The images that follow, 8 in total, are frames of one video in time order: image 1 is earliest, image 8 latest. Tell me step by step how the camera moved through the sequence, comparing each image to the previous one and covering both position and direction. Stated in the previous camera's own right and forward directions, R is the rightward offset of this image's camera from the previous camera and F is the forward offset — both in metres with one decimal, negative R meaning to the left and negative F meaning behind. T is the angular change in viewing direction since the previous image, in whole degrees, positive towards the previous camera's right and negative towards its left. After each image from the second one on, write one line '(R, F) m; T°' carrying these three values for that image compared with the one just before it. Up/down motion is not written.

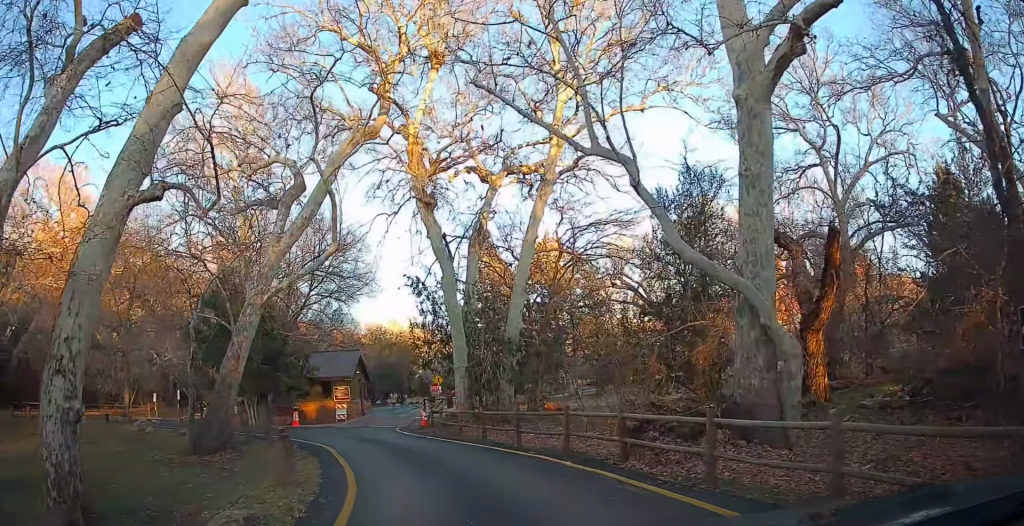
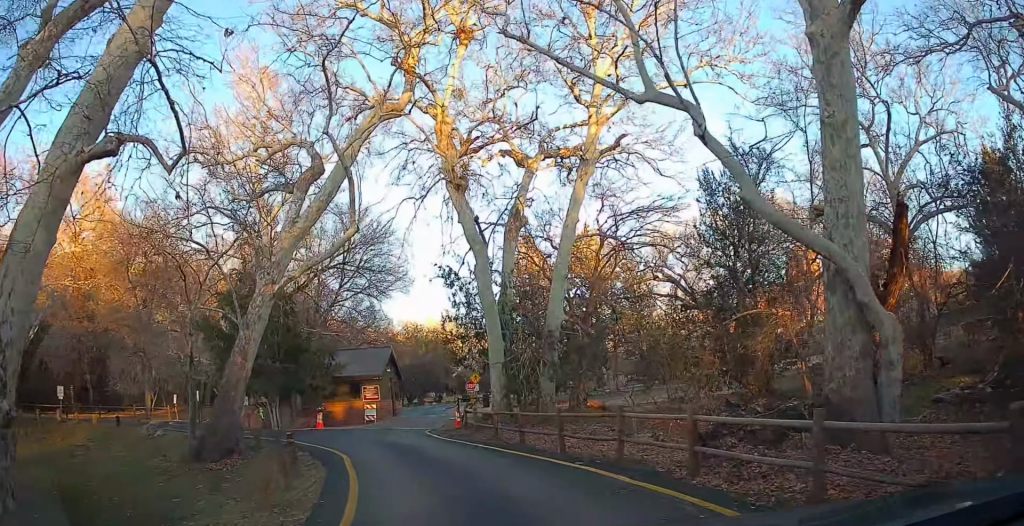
(-0.1, +1.5) m; -3°
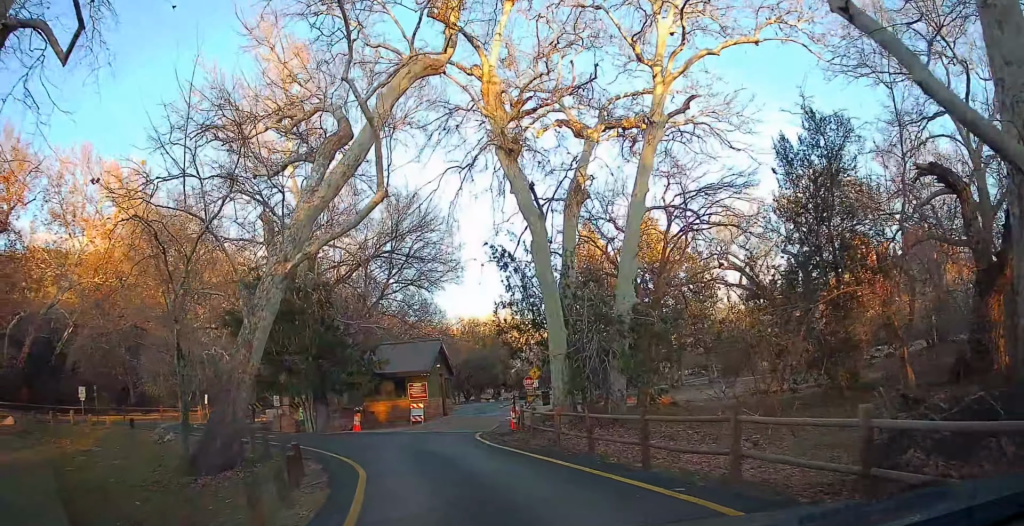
(-0.1, +2.3) m; -5°
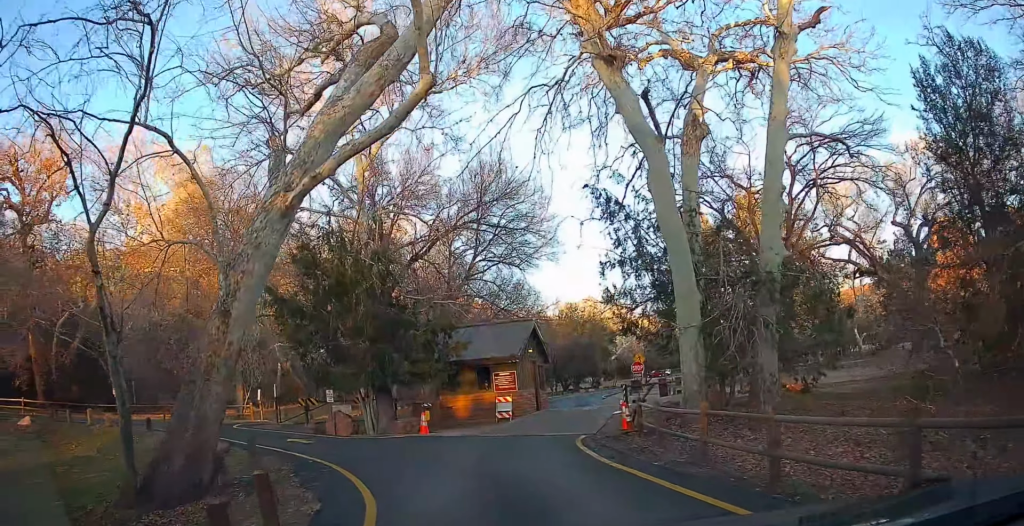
(-0.2, +3.6) m; -8°
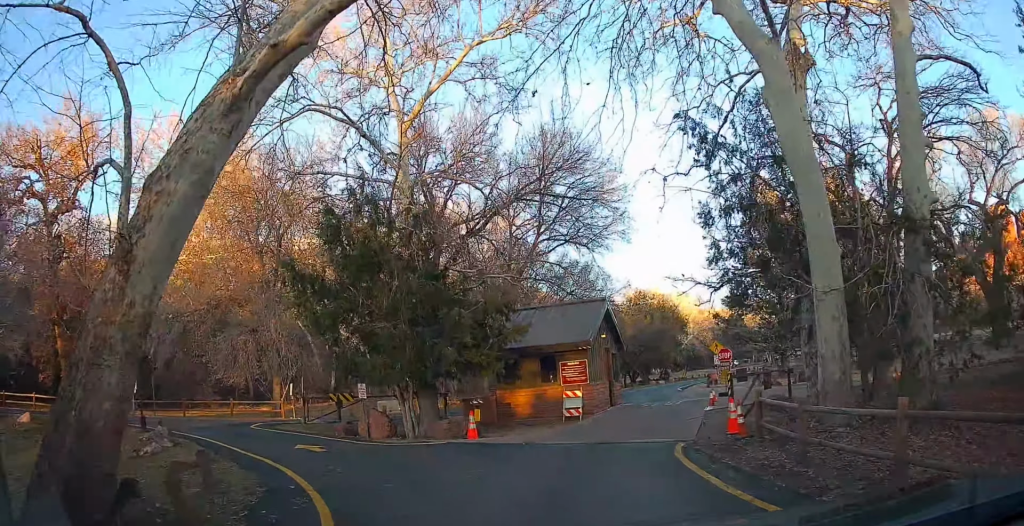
(-0.2, +2.9) m; -6°
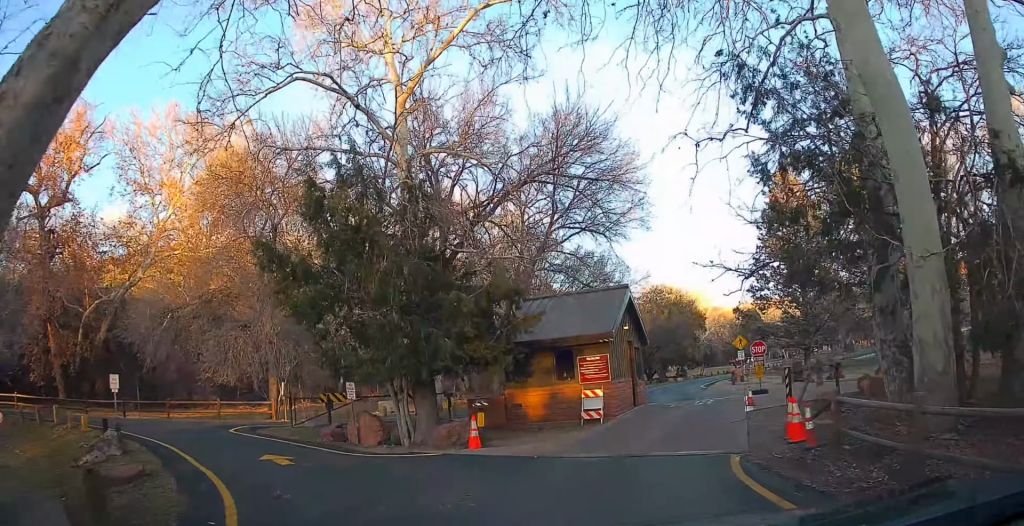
(-0.1, +2.2) m; 0°
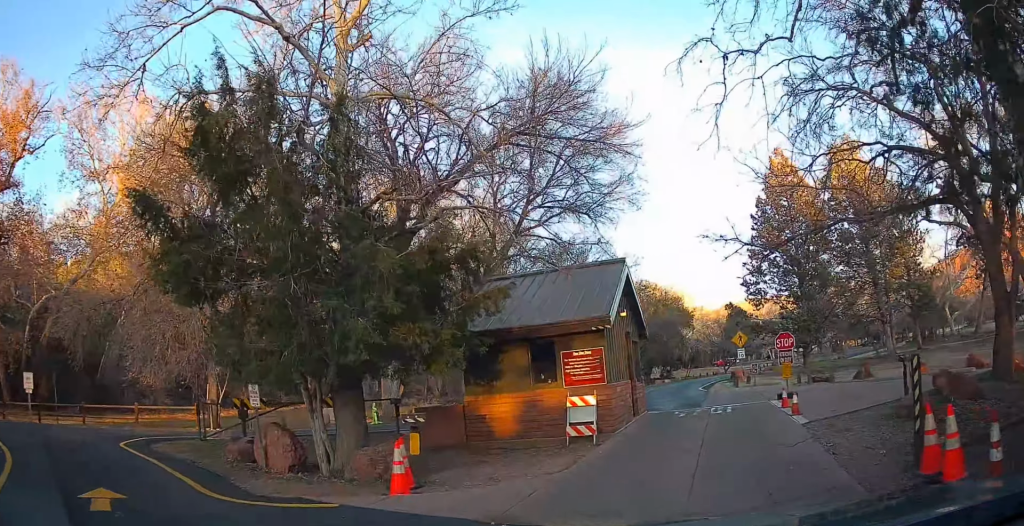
(+0.2, +4.7) m; +3°
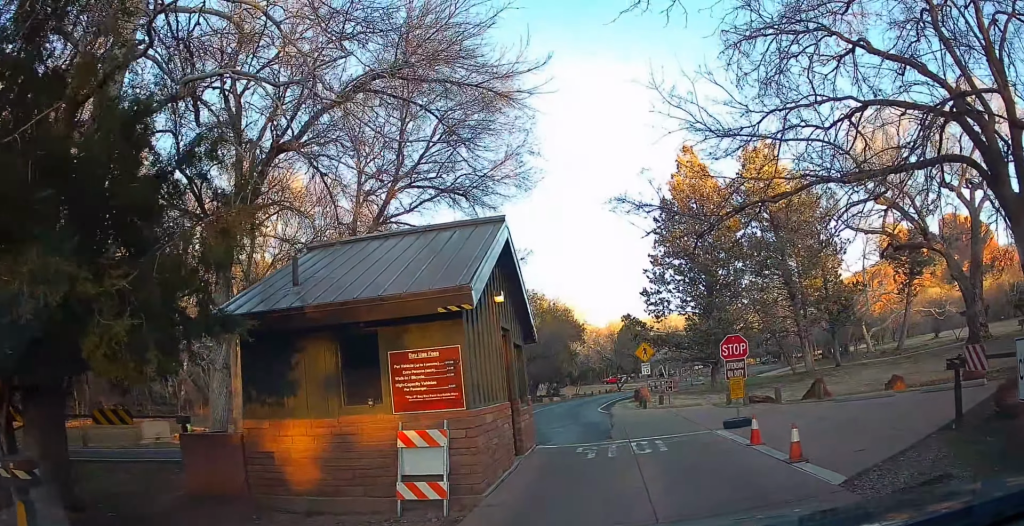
(+0.4, +6.6) m; +10°
